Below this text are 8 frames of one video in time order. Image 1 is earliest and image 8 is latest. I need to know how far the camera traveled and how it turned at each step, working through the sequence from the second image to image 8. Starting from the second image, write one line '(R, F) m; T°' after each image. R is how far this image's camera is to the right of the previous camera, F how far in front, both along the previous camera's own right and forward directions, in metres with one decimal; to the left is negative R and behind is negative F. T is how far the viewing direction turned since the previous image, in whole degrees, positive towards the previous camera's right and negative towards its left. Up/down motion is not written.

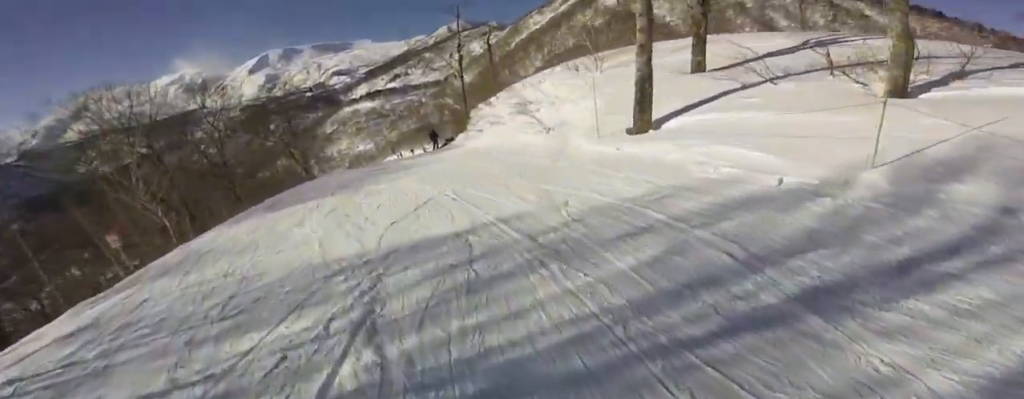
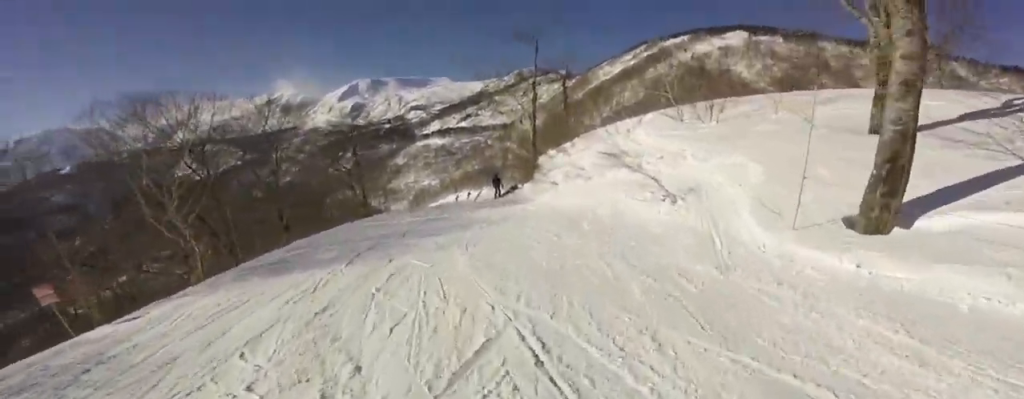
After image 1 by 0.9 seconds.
(-0.8, +3.8) m; -12°
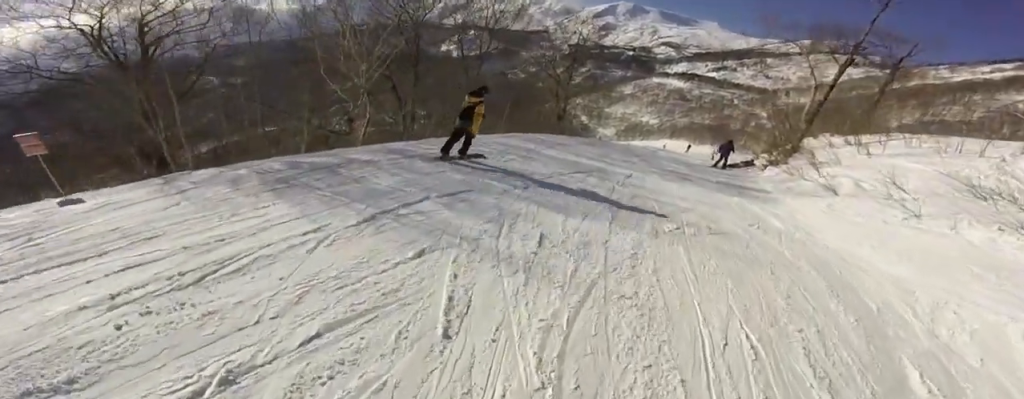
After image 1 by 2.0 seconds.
(-0.1, +4.4) m; -1°
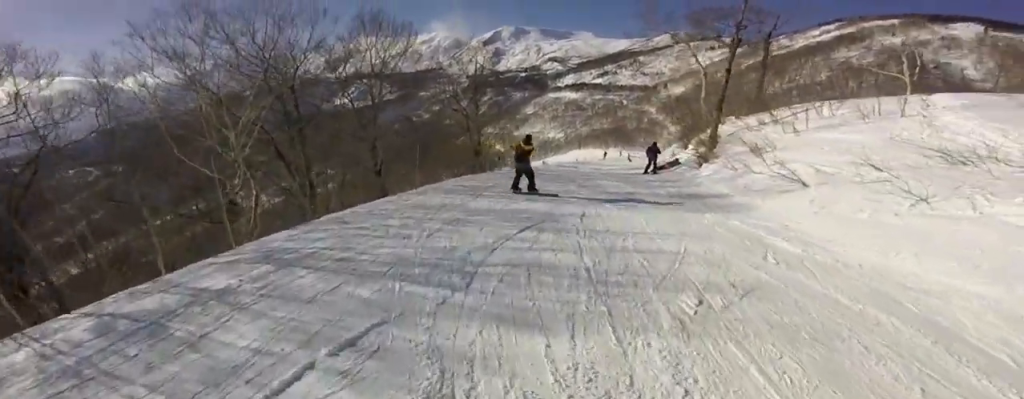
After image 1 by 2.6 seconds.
(+0.2, +2.2) m; -4°
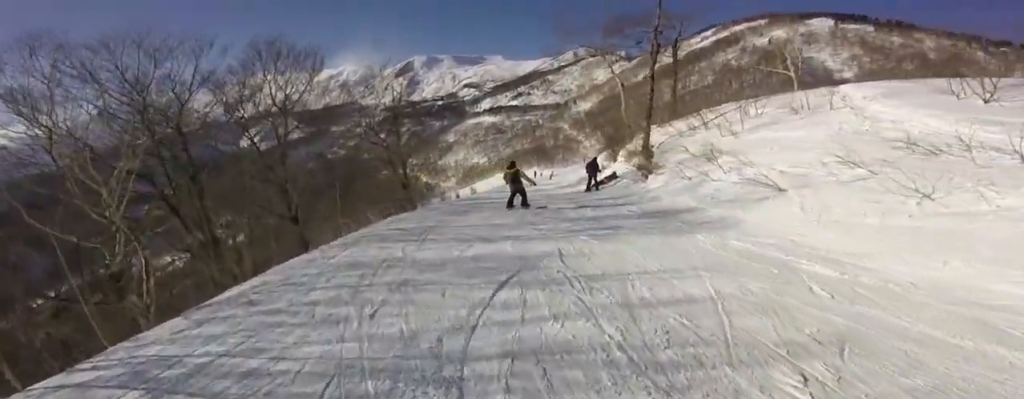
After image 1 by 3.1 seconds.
(-0.4, +1.7) m; -11°
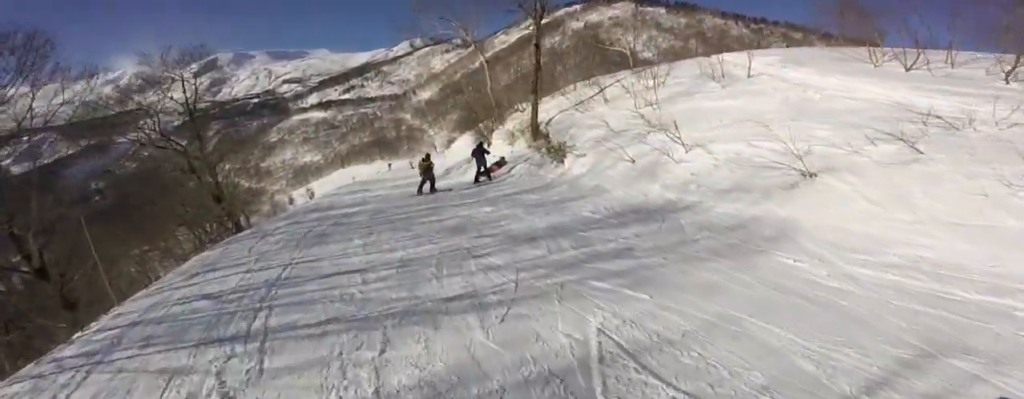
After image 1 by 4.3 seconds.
(-0.6, +4.4) m; +12°
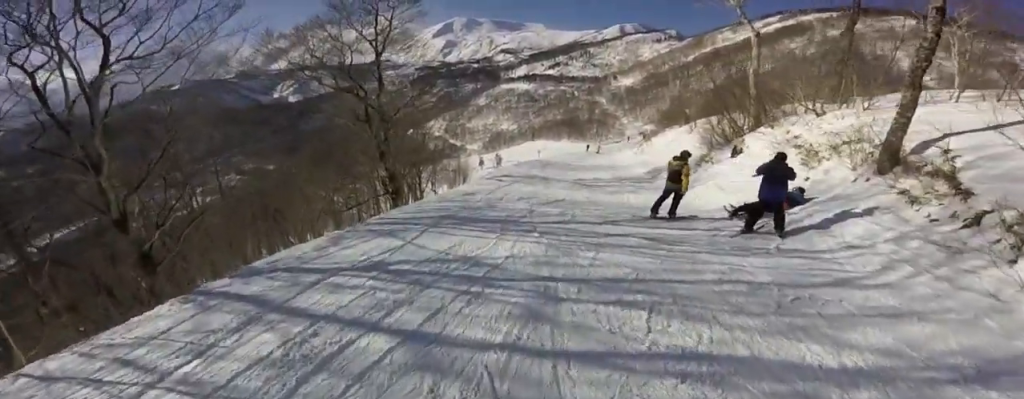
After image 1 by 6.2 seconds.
(+3.3, +7.0) m; +7°
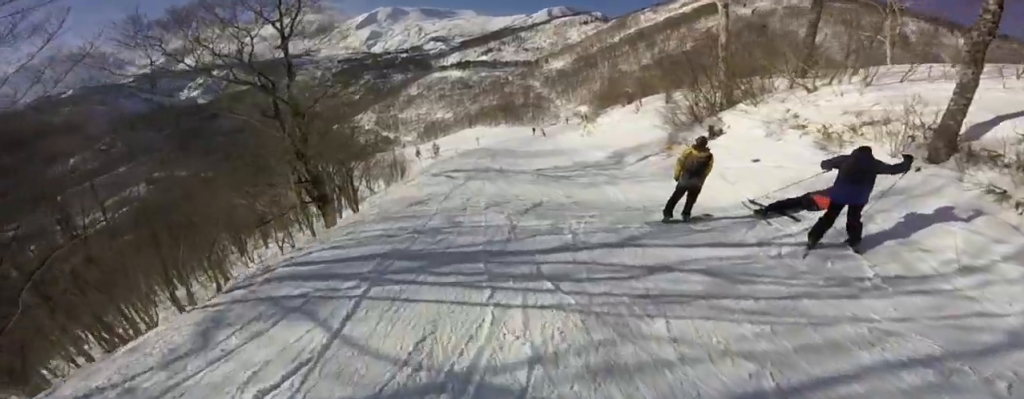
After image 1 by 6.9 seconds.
(-0.9, +2.7) m; -4°
